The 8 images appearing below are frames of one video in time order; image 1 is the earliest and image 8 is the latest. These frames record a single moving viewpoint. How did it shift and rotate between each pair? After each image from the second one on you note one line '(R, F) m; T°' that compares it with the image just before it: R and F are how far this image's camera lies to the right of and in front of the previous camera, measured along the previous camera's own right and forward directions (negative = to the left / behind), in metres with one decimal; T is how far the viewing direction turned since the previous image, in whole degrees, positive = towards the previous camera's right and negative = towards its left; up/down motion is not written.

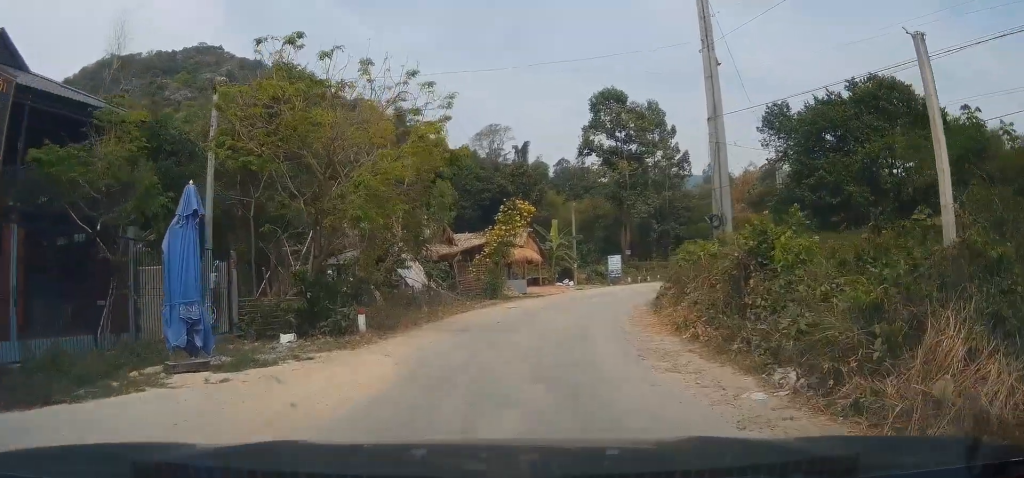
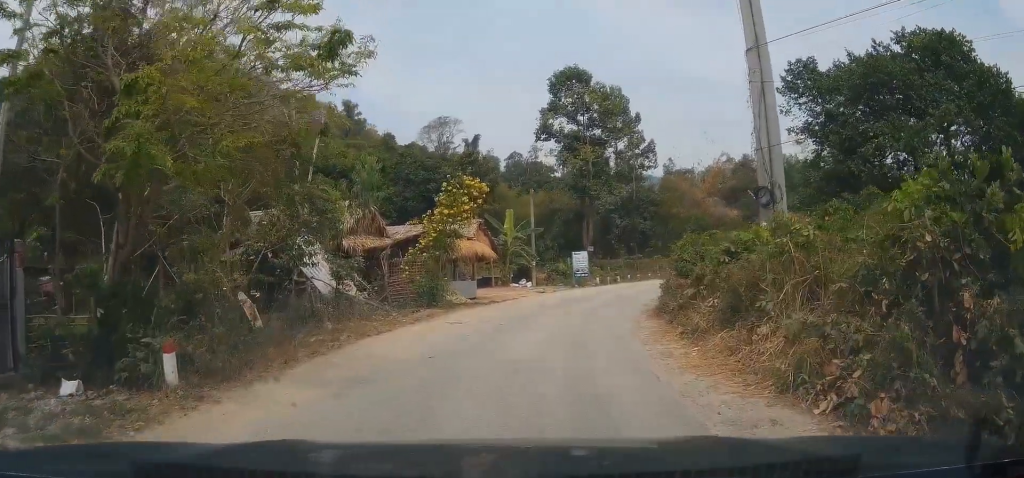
(-0.1, +7.8) m; +2°
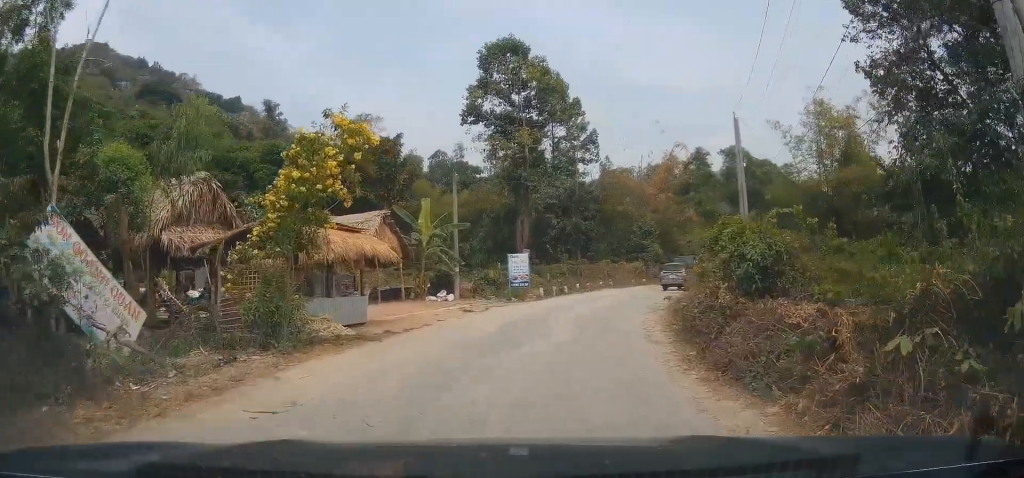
(+0.9, +9.1) m; +6°
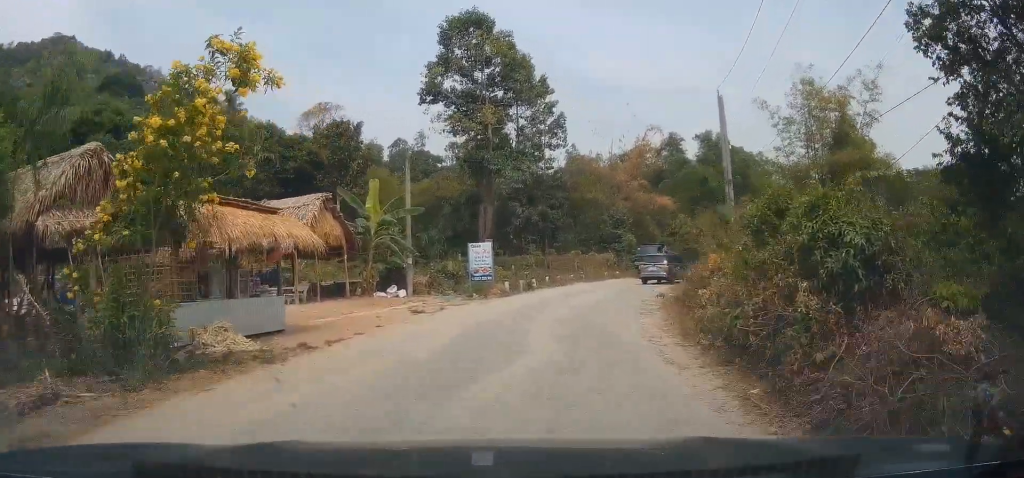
(0.0, +3.5) m; 0°
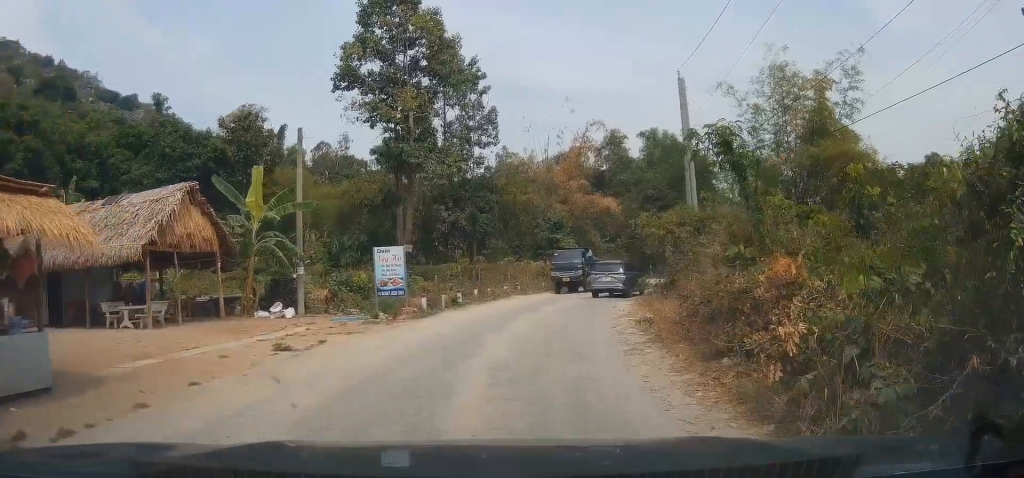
(0.0, +7.0) m; +3°
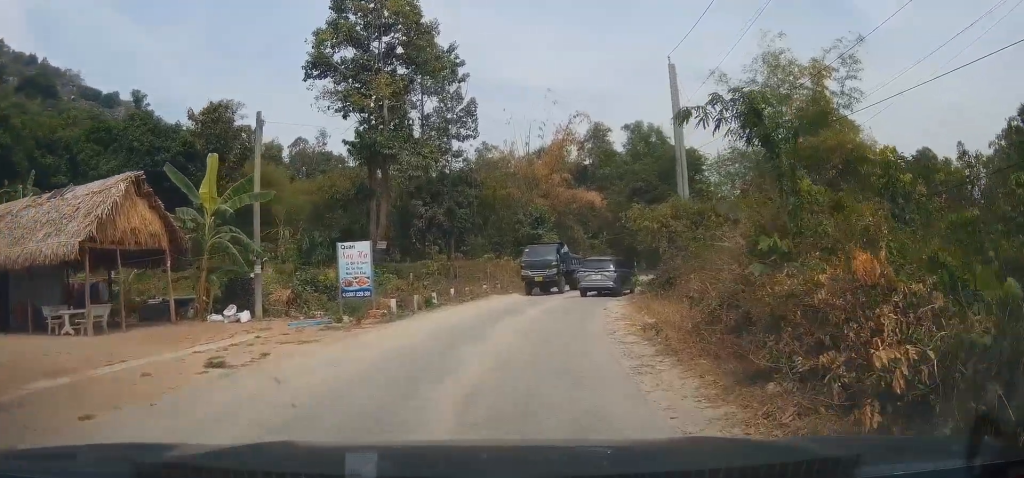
(0.0, +3.4) m; +3°
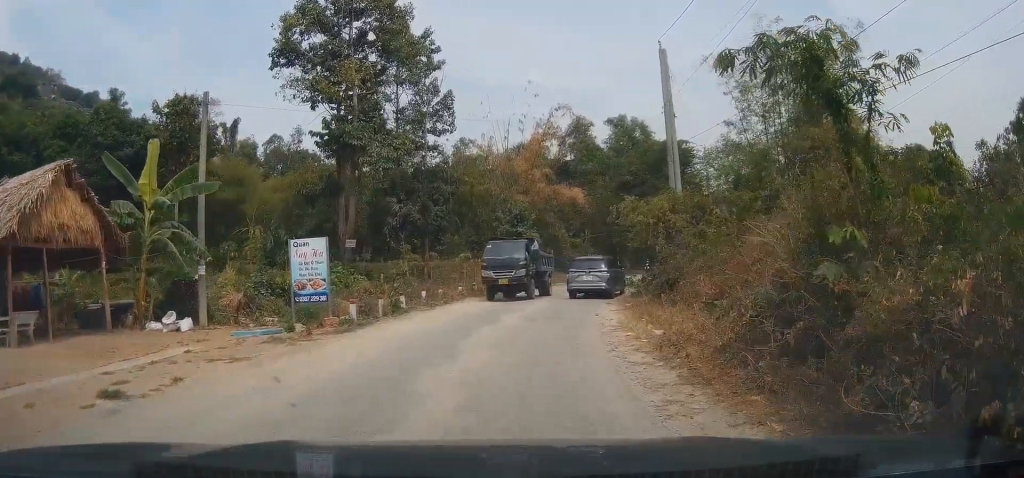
(+0.2, +4.2) m; +3°
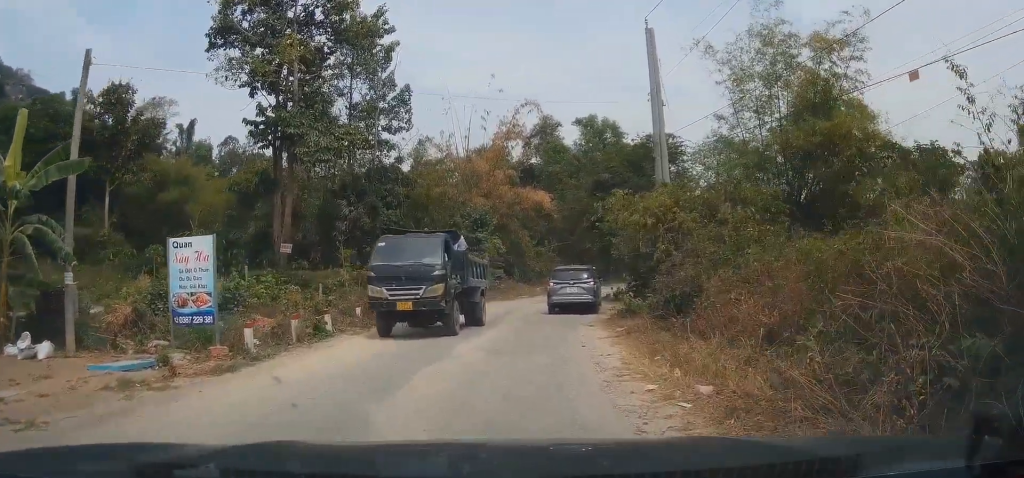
(+0.3, +8.0) m; +4°
